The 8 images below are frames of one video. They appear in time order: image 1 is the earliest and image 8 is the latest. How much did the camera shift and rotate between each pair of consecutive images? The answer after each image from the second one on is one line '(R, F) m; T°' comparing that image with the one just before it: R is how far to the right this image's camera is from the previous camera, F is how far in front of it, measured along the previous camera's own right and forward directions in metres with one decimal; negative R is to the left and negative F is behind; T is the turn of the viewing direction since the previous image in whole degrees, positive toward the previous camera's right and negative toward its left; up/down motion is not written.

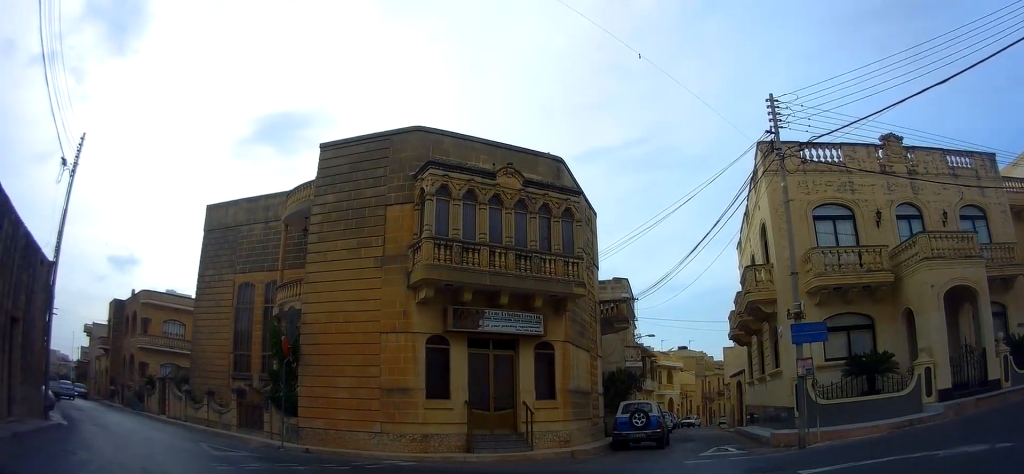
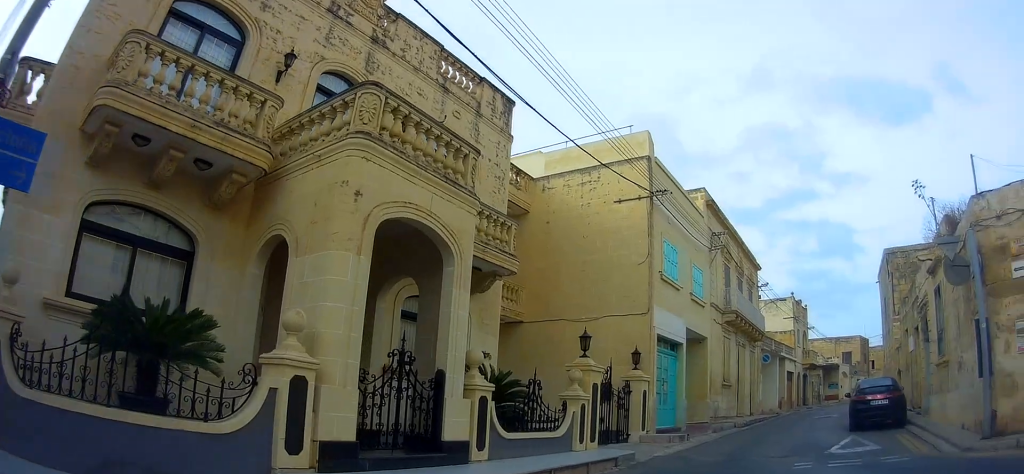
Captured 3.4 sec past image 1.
(+3.5, +8.9) m; +55°
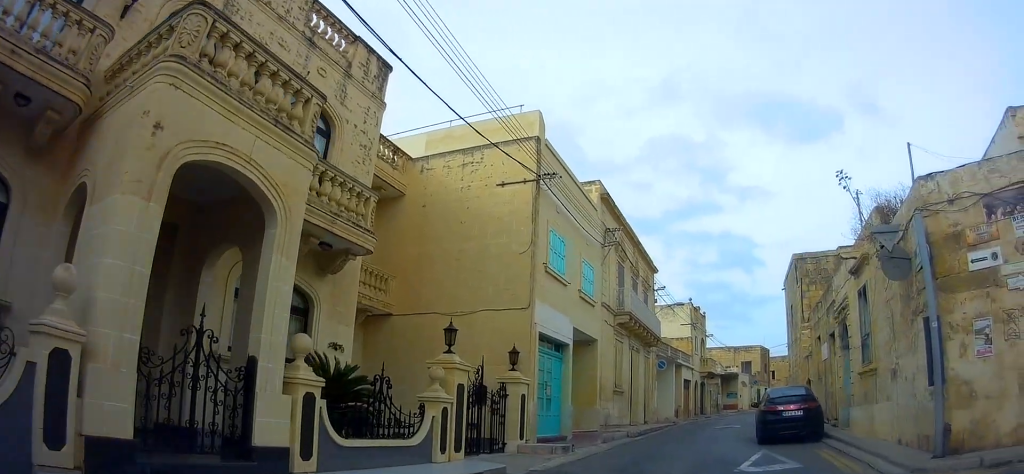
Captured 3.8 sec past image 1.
(-0.1, +1.5) m; +8°
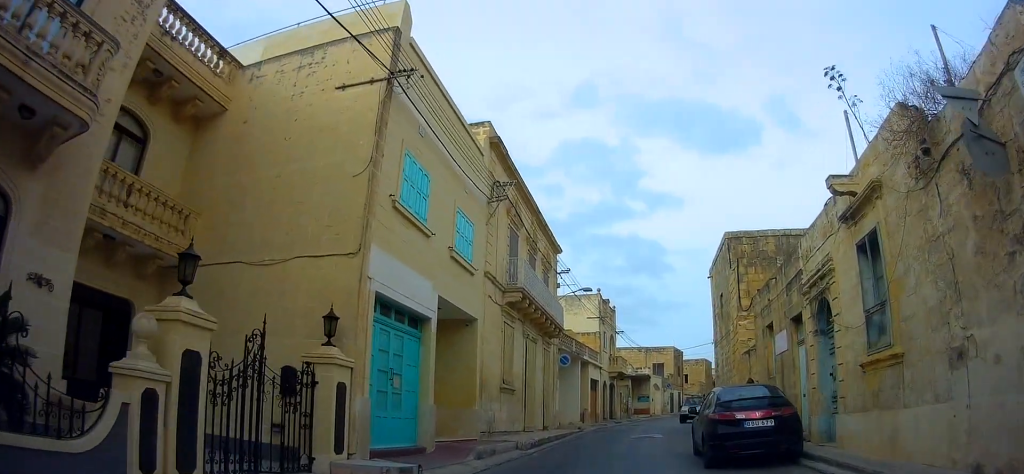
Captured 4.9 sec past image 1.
(+0.7, +4.1) m; +12°
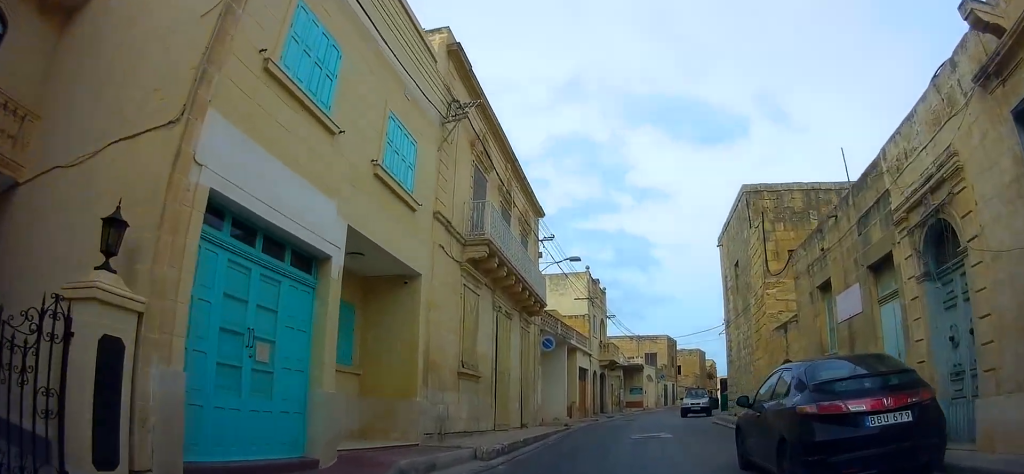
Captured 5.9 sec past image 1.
(0.0, +3.9) m; +8°
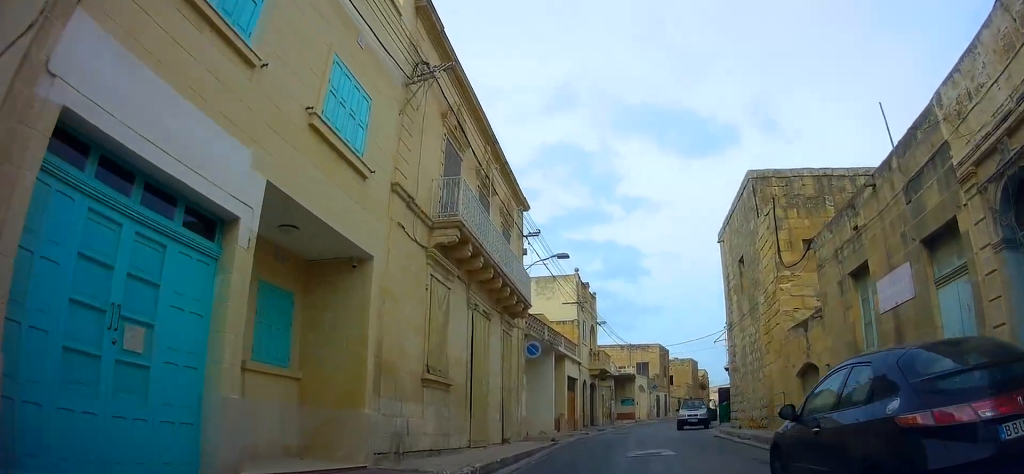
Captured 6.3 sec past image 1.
(+0.2, +1.8) m; 0°
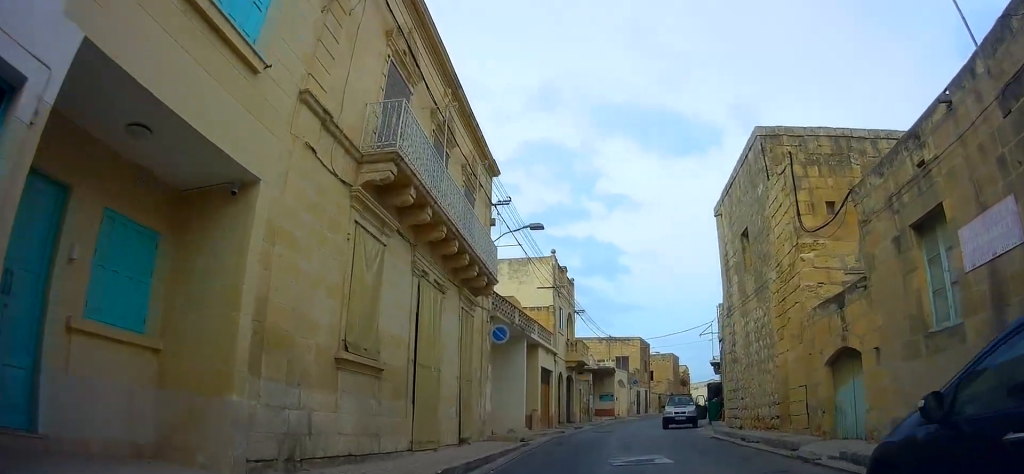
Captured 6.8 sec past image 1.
(+0.3, +2.5) m; 0°
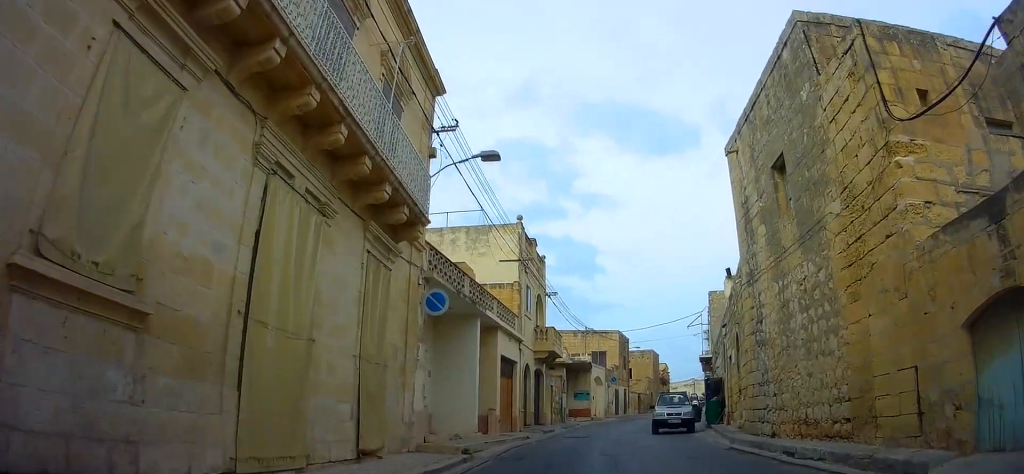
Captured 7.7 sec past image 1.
(-0.4, +4.2) m; +1°
